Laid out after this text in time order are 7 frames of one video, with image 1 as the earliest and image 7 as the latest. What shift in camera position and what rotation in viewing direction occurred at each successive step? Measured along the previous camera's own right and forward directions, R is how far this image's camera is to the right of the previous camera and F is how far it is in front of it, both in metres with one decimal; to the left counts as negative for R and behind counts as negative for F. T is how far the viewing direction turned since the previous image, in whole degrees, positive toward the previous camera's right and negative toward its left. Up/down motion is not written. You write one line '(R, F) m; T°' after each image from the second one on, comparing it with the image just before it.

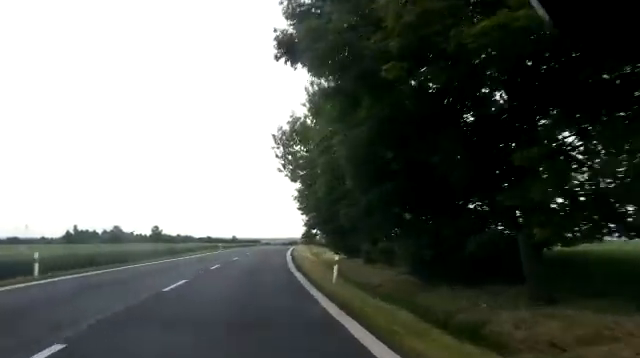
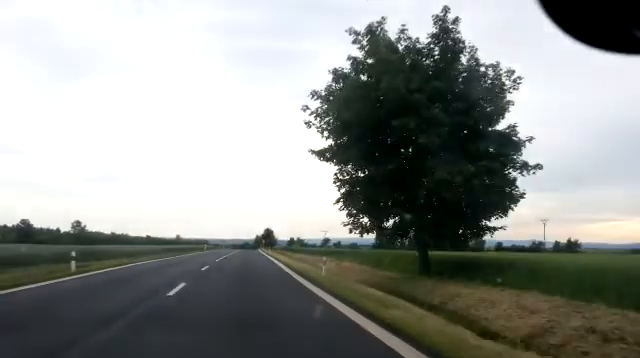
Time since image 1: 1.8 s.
(+1.6, +36.3) m; +3°
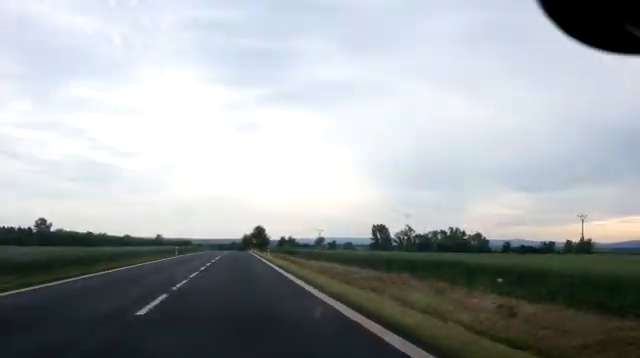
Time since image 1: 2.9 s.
(0.0, +20.4) m; +1°
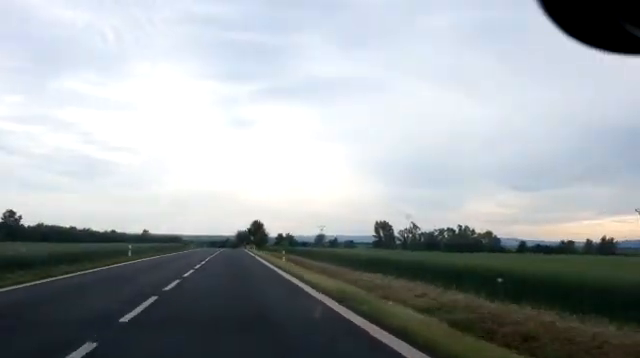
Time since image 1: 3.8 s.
(+0.2, +18.7) m; +1°
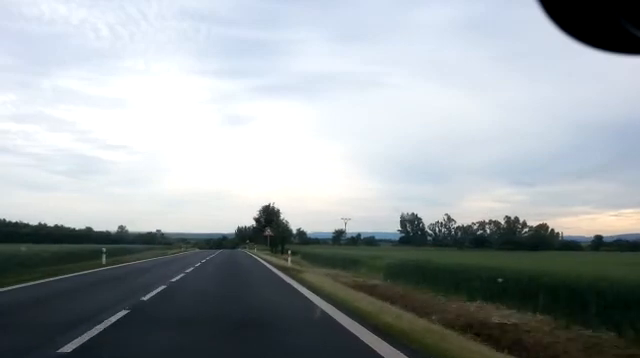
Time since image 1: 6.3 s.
(+1.6, +45.9) m; +3°
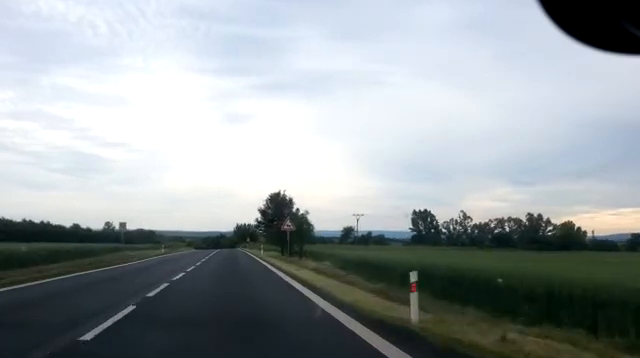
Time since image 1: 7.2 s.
(-0.1, +16.7) m; 0°
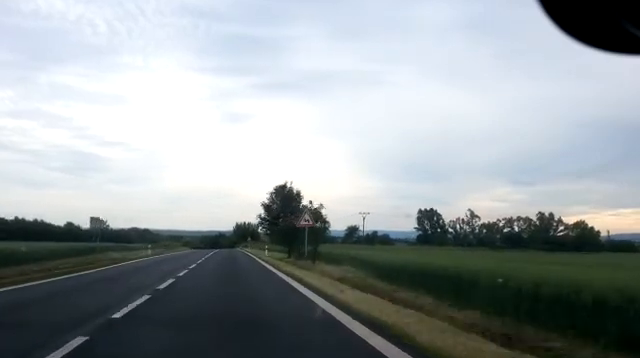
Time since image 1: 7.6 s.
(+0.1, +7.2) m; 0°
